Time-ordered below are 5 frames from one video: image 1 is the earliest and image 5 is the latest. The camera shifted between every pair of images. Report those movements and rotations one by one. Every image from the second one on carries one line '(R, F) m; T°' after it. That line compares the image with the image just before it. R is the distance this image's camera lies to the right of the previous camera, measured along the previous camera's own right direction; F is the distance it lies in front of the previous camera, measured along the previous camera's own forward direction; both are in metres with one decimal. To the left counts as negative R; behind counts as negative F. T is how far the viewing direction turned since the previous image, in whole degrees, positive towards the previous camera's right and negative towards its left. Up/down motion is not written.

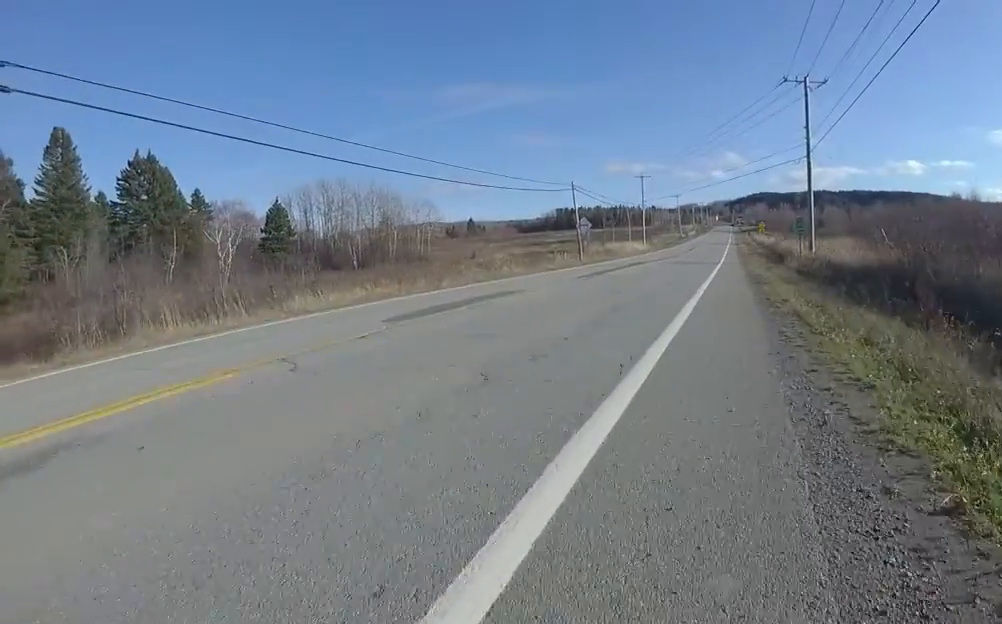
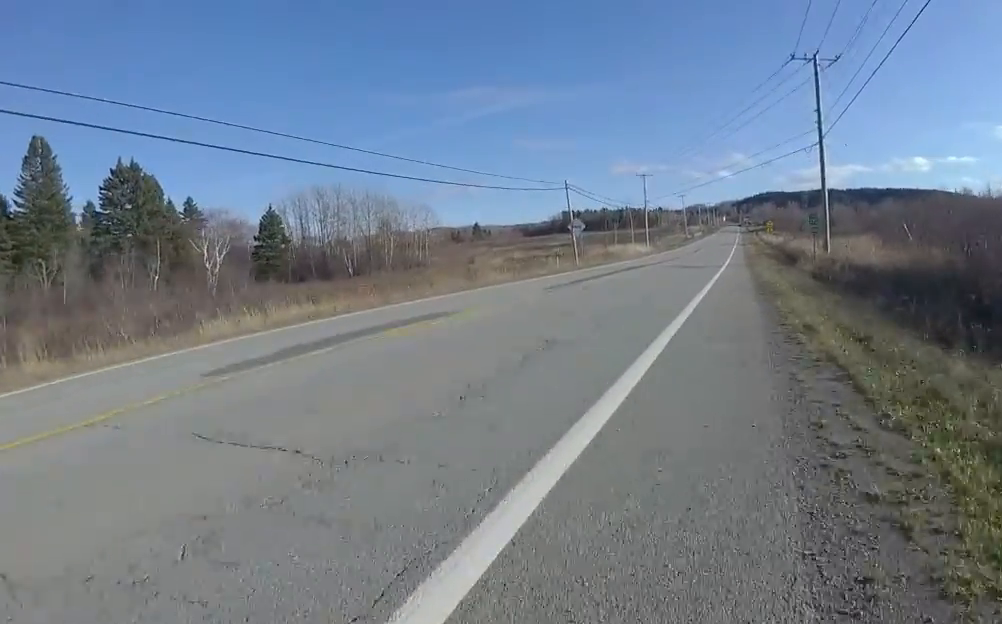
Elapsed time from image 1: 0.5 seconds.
(-0.3, +3.8) m; +2°
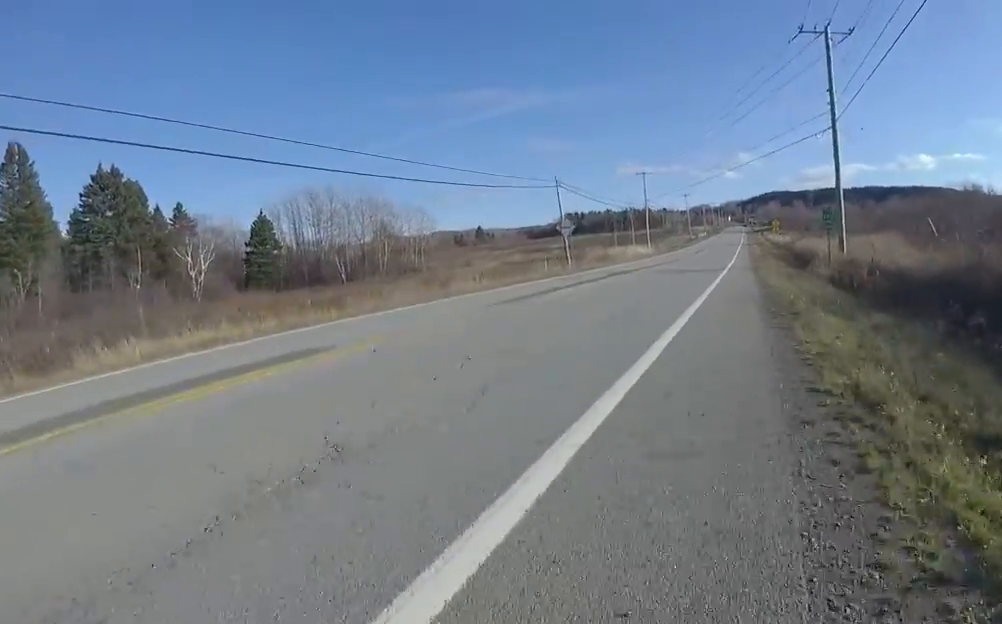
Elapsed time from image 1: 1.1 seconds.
(-0.2, +3.9) m; +2°
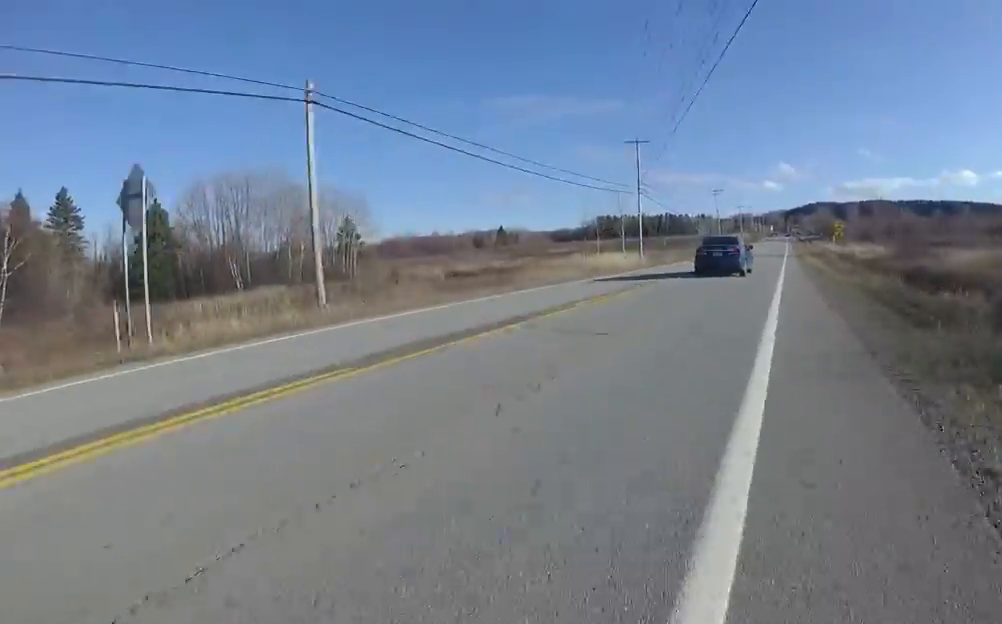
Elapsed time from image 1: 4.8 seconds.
(+2.8, +33.1) m; -1°
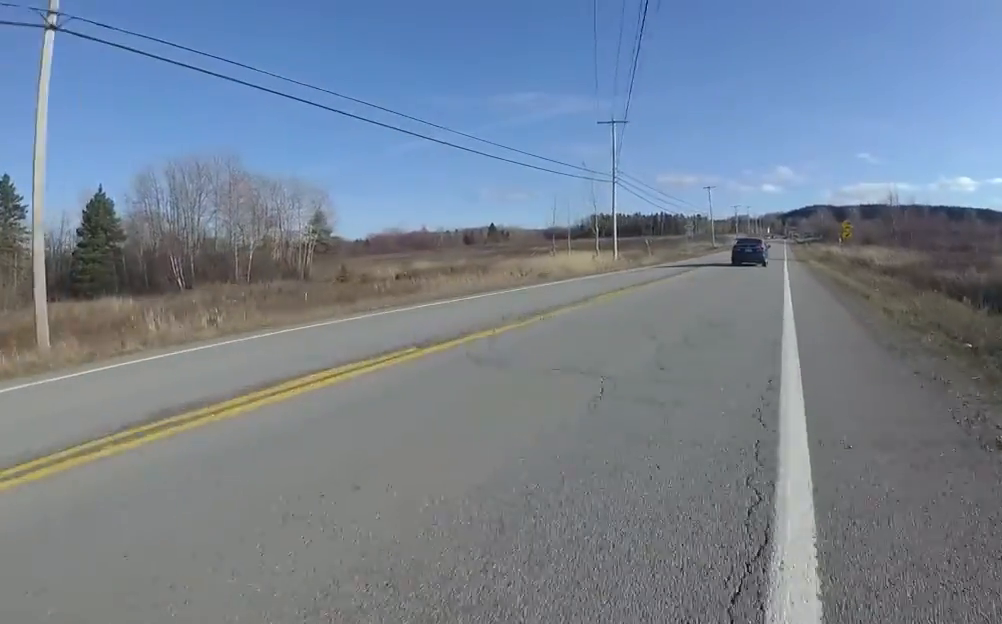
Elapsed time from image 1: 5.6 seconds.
(-0.1, +8.0) m; -1°
